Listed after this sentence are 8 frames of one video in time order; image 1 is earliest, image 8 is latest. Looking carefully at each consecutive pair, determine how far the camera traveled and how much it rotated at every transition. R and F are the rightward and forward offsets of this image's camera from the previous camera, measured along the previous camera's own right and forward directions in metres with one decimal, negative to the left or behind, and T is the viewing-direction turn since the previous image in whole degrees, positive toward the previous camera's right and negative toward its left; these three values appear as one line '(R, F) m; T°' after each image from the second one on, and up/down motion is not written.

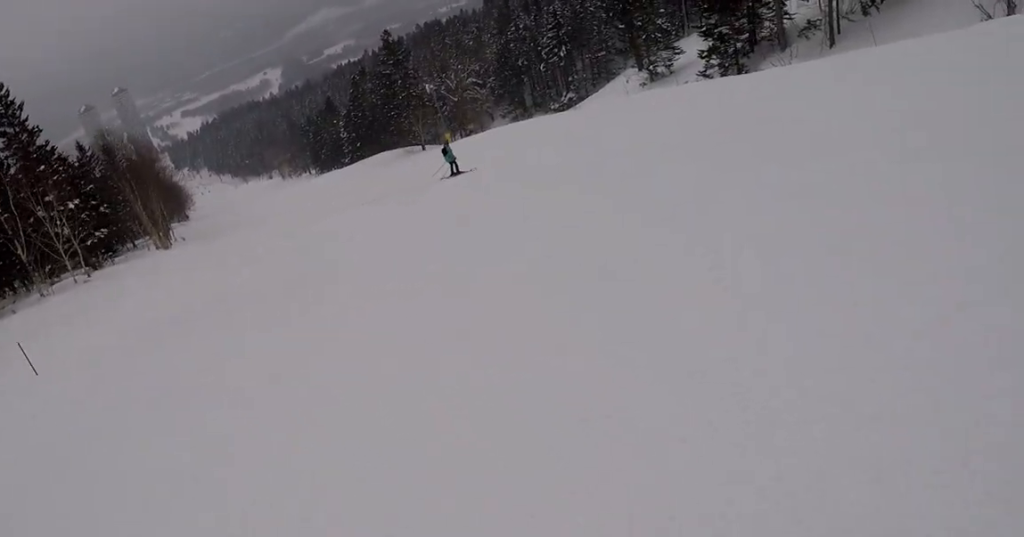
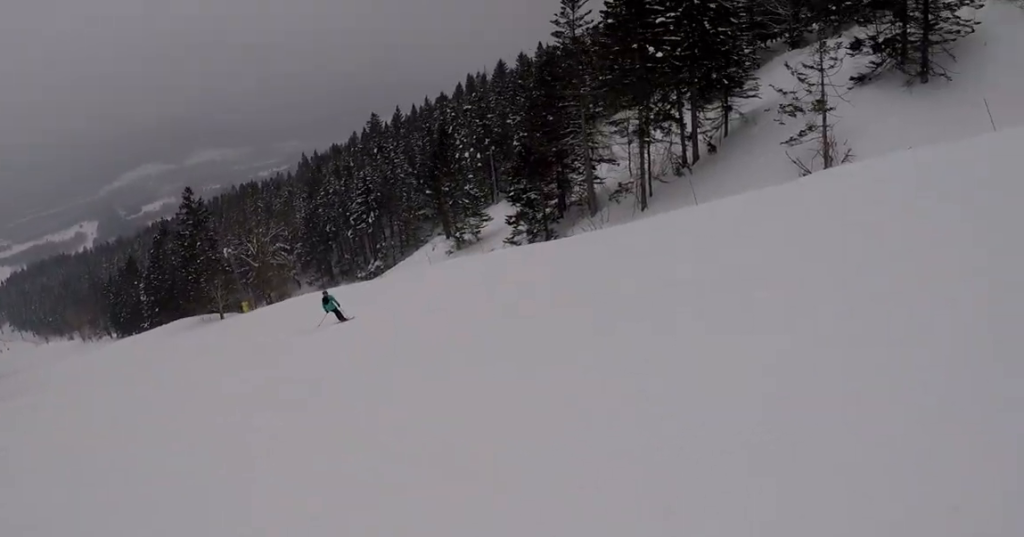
(+0.8, +5.9) m; +2°
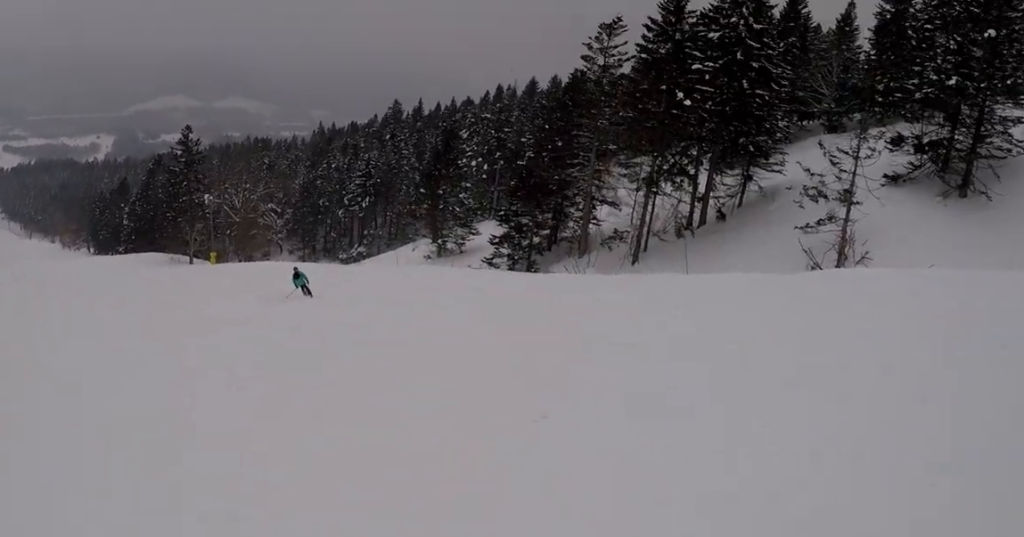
(-0.2, +4.1) m; -16°
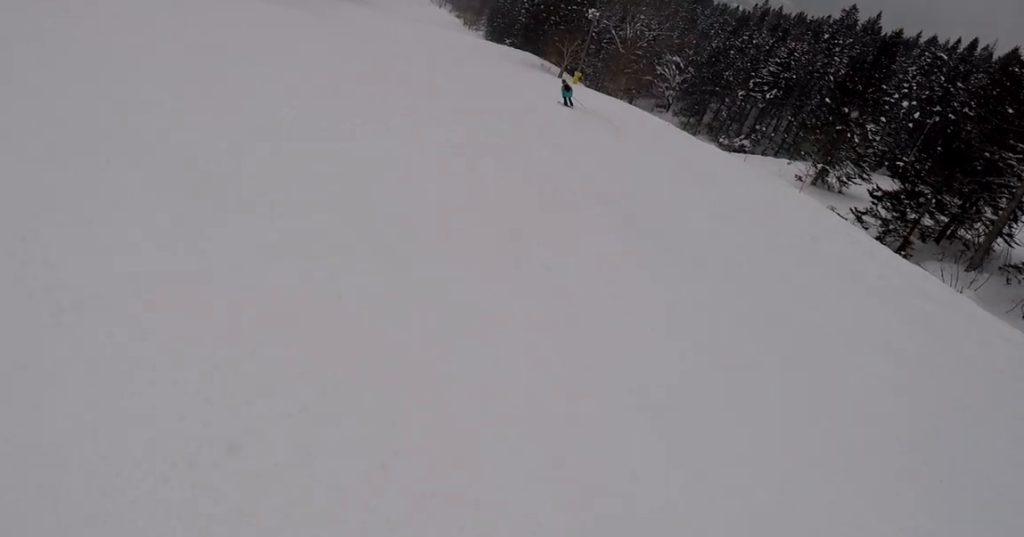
(-3.1, +7.0) m; -50°
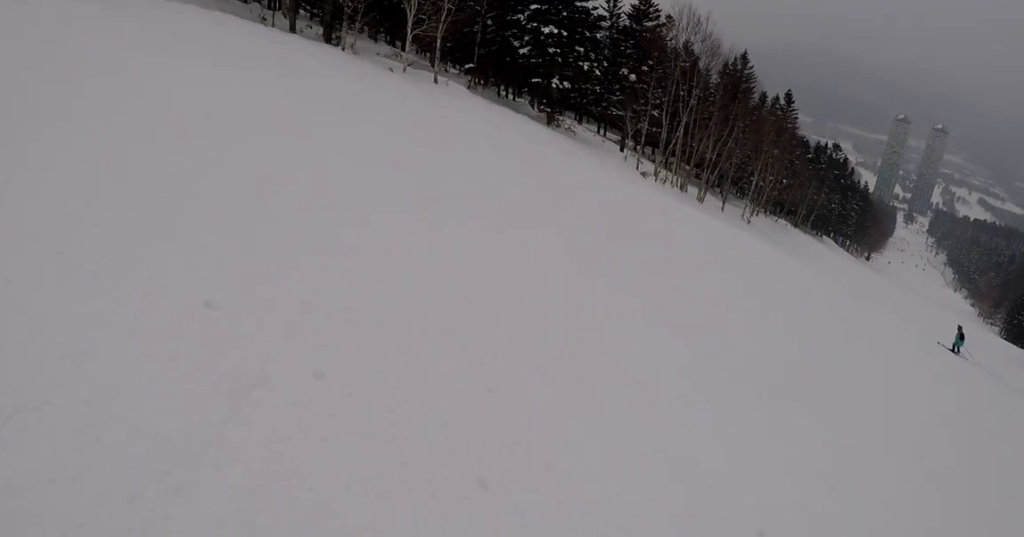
(-4.1, +10.2) m; -28°
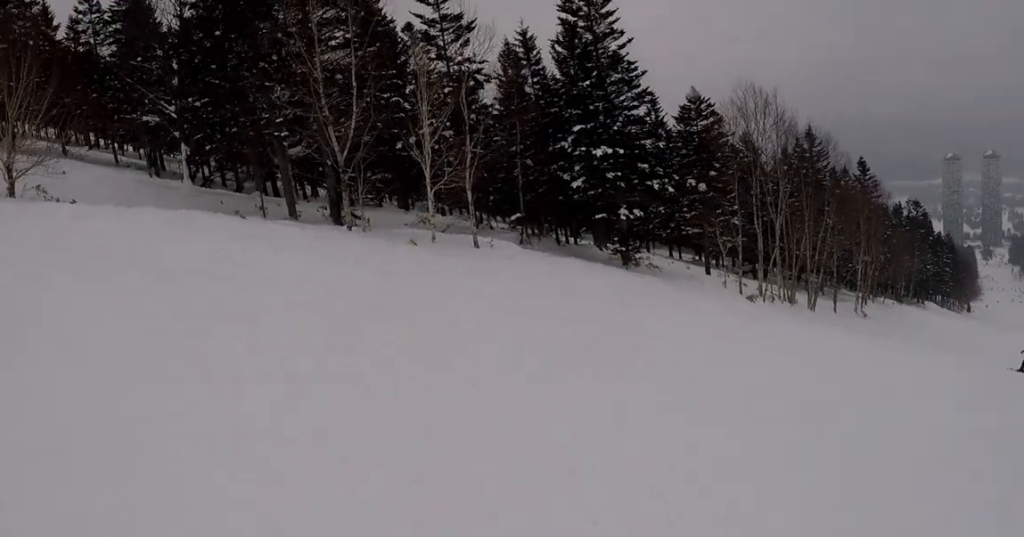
(+0.1, +8.7) m; +20°
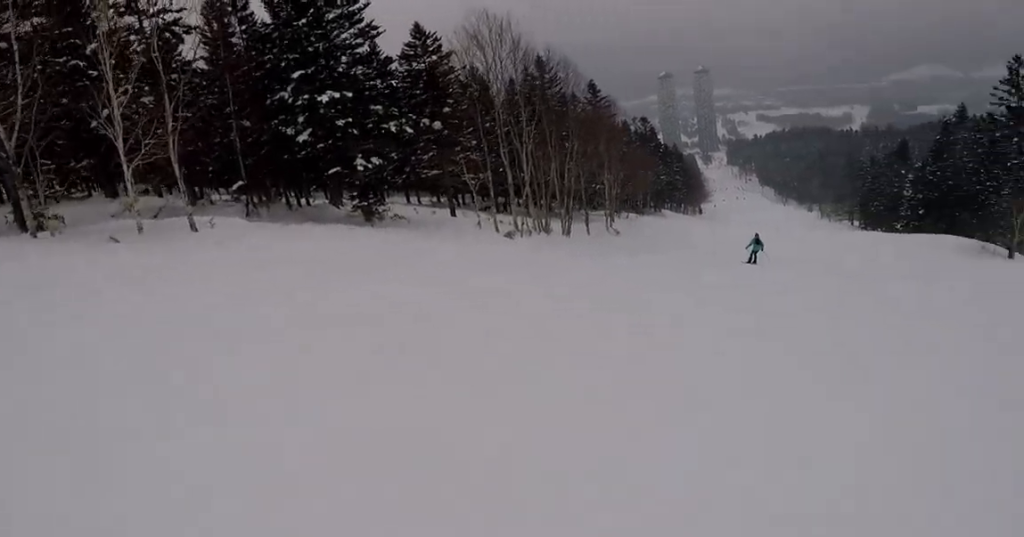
(+0.6, +3.7) m; +19°
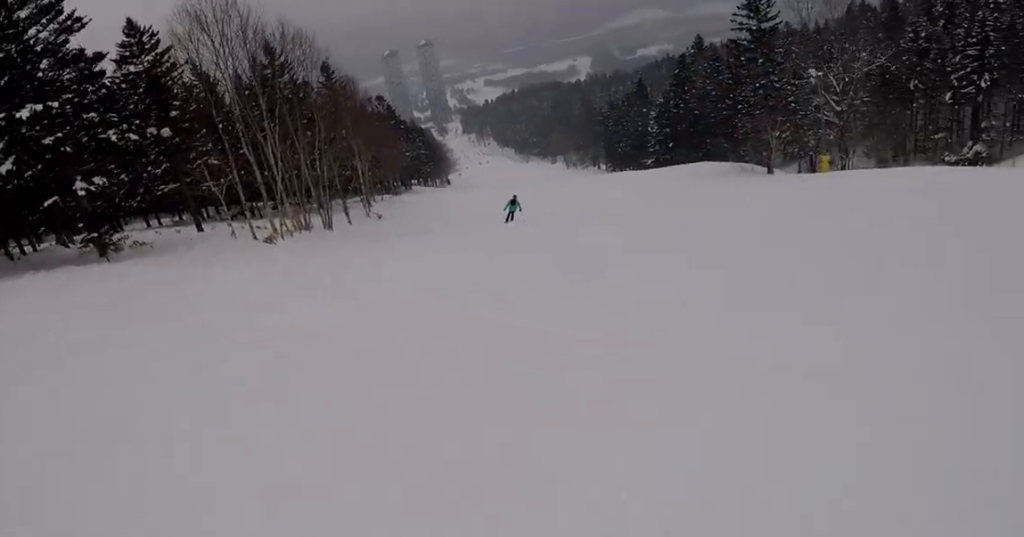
(+0.5, +4.1) m; +23°
